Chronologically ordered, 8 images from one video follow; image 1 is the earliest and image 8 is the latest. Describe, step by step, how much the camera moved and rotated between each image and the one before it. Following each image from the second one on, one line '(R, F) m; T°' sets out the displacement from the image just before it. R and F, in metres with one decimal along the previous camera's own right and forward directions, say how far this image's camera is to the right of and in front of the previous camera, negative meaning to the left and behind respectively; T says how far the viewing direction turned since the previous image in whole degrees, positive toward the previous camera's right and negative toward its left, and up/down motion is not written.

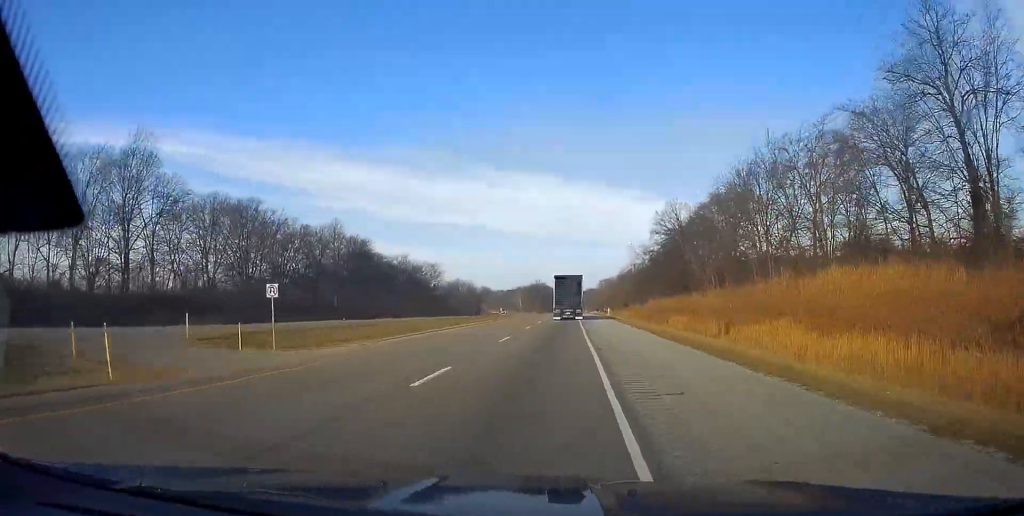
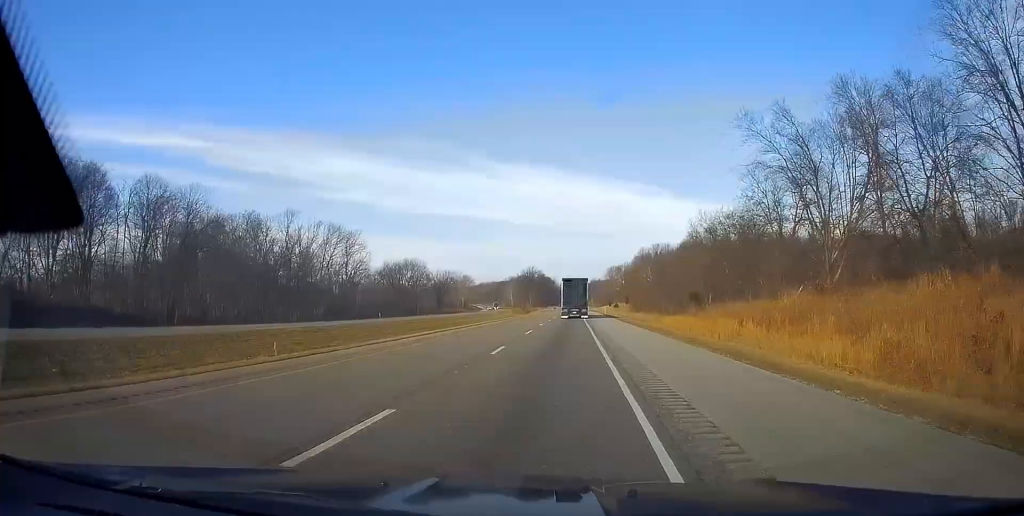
(-0.6, +103.3) m; 0°
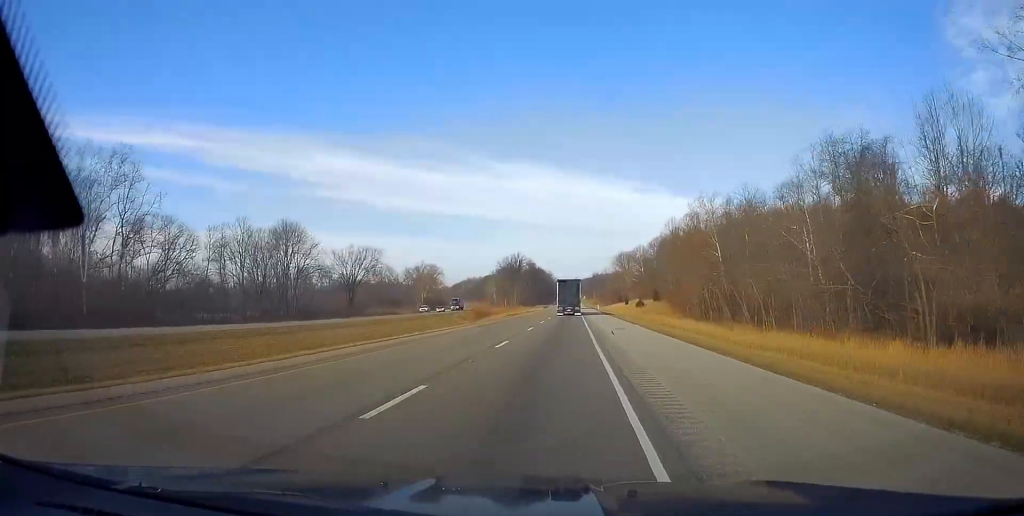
(0.0, +95.4) m; 0°
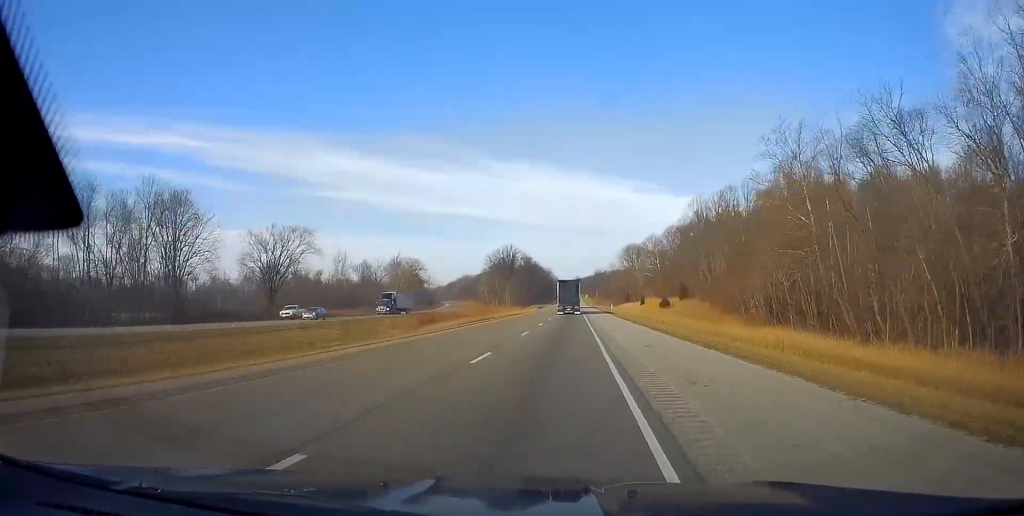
(0.0, +41.7) m; 0°
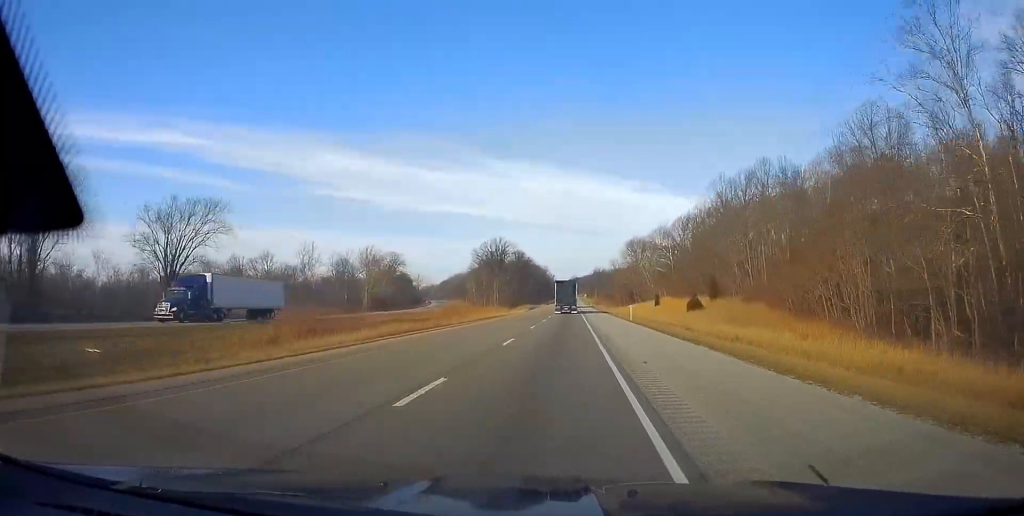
(+0.1, +30.7) m; 0°
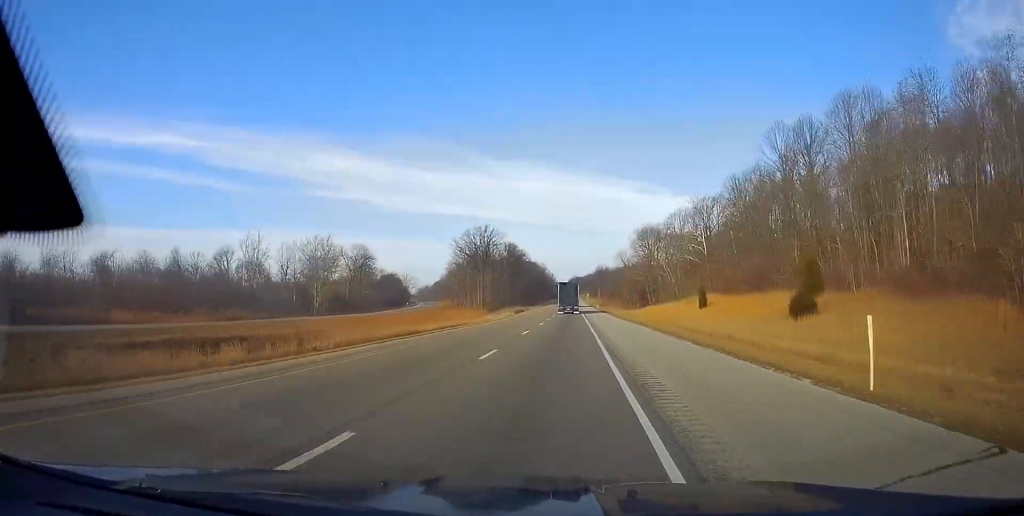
(0.0, +41.7) m; 0°
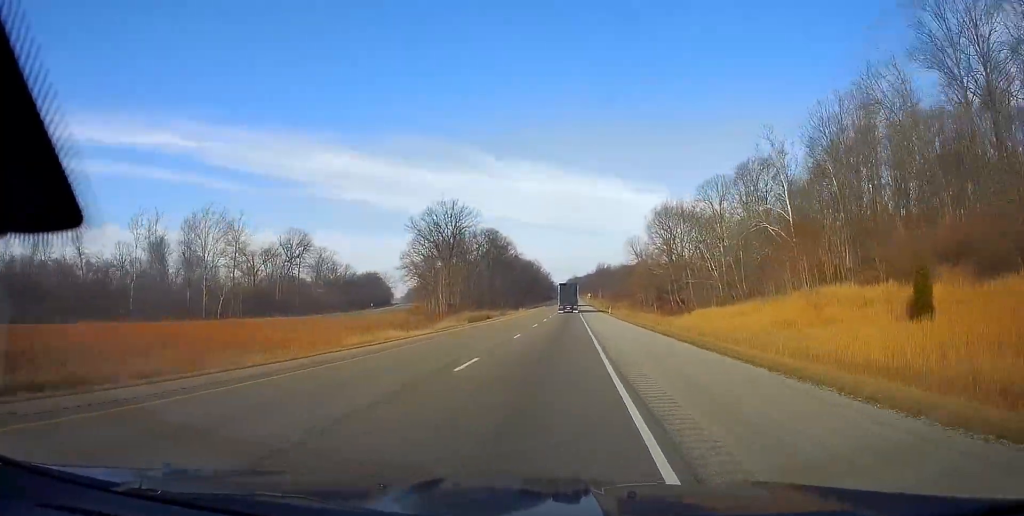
(0.0, +51.5) m; 0°
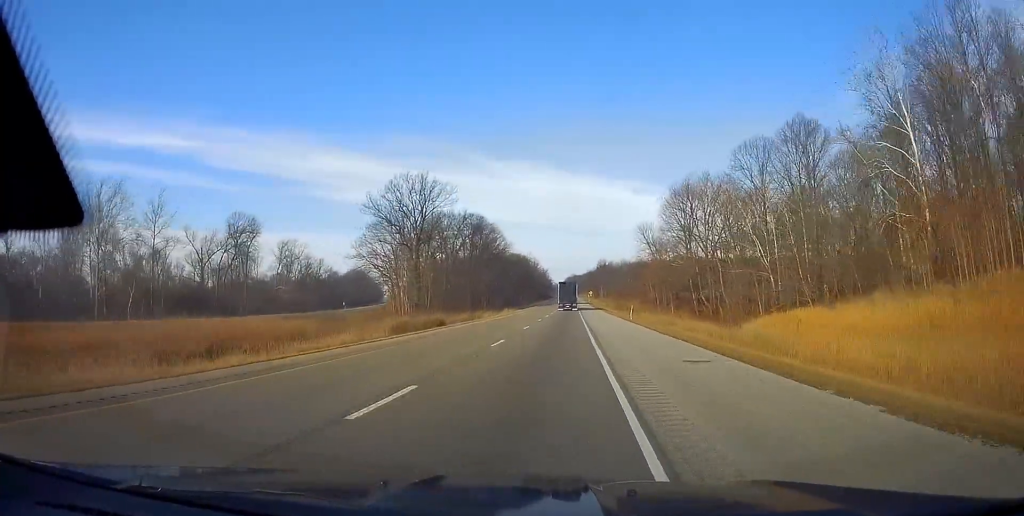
(-0.3, +30.7) m; 0°
